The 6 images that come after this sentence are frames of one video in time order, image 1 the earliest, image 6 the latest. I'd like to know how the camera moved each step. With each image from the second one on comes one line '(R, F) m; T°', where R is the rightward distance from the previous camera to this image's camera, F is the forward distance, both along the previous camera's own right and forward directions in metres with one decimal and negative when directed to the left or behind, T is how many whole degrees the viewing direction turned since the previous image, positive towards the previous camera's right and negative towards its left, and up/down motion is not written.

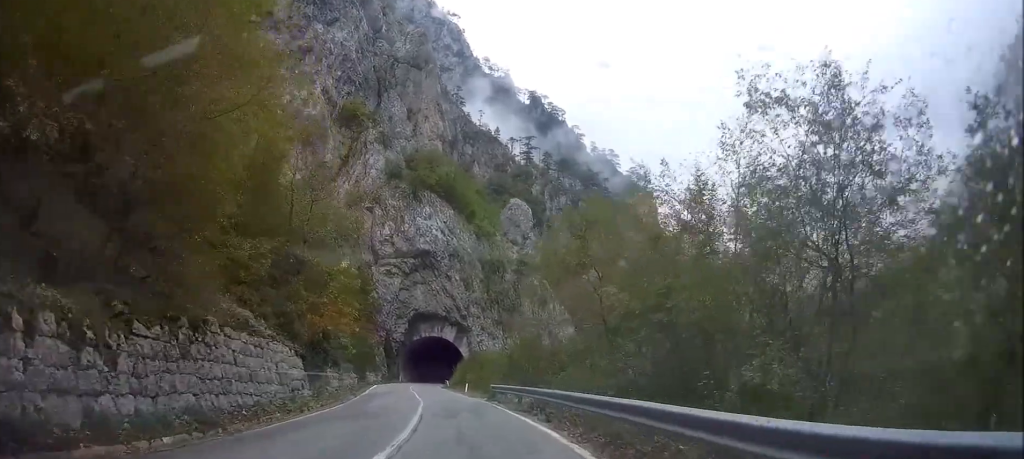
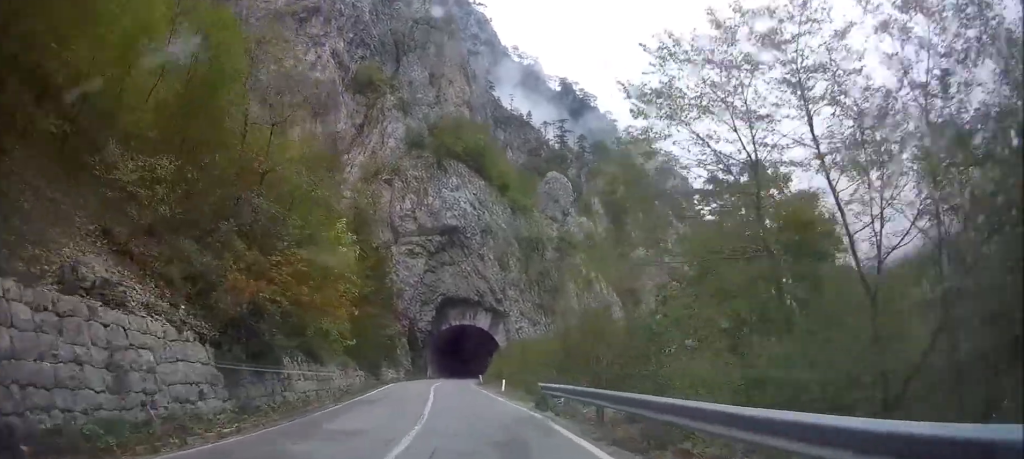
(+0.1, +12.5) m; 0°
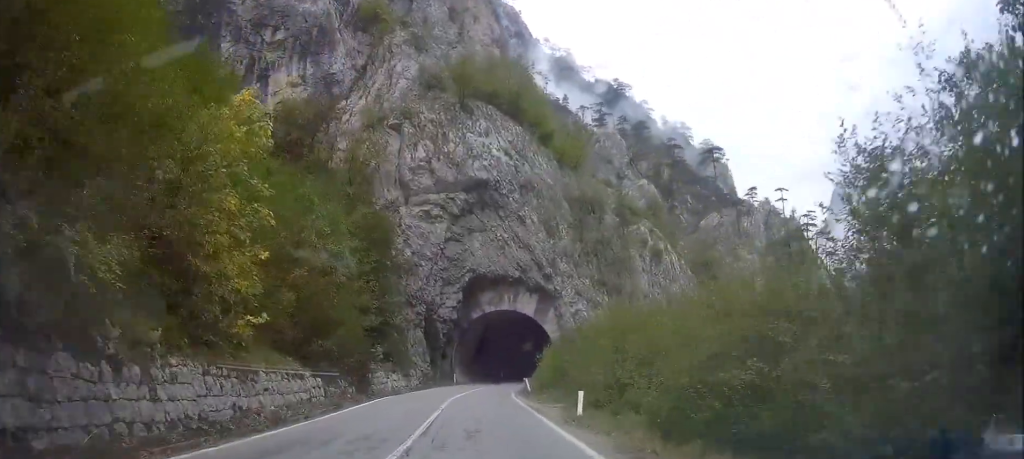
(0.0, +21.0) m; 0°
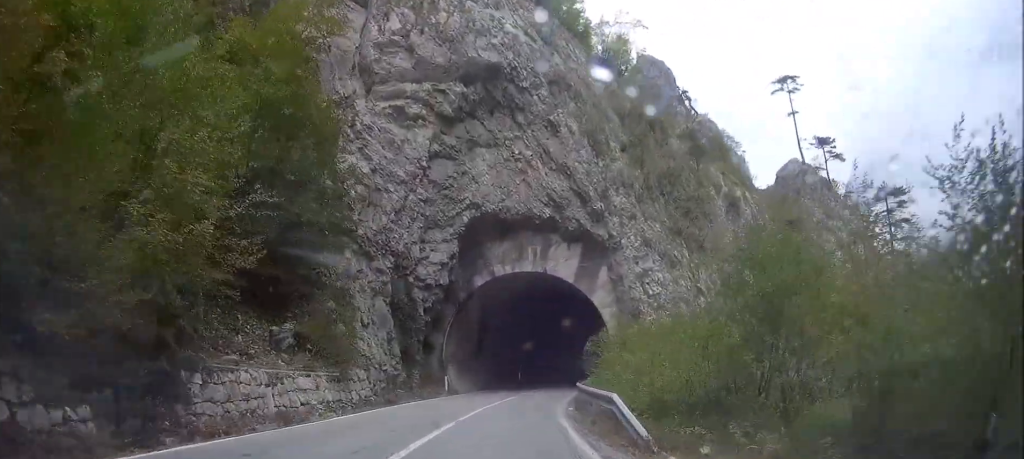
(0.0, +25.4) m; +1°
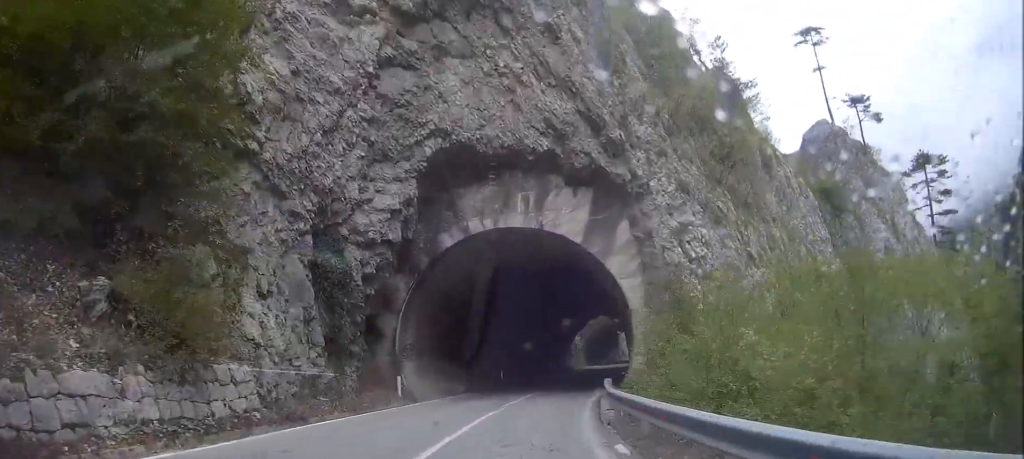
(0.0, +11.8) m; +2°
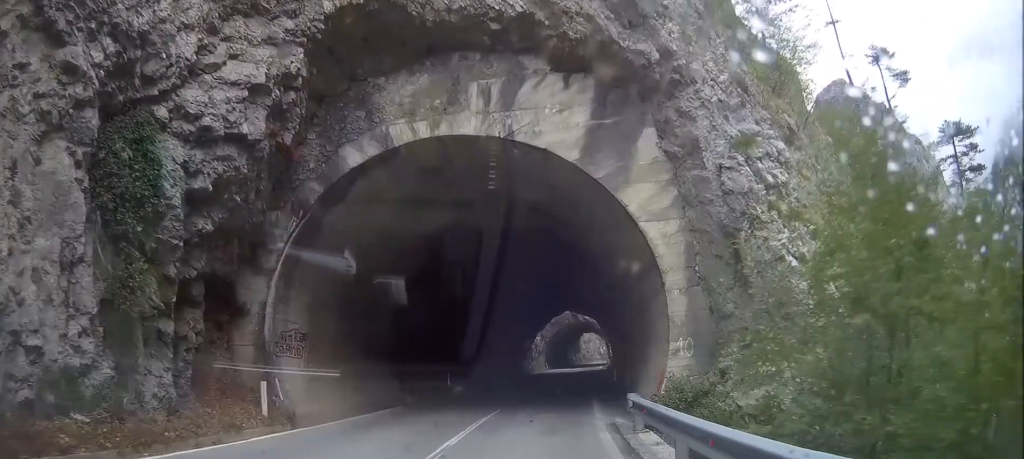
(+0.5, +11.3) m; +2°
